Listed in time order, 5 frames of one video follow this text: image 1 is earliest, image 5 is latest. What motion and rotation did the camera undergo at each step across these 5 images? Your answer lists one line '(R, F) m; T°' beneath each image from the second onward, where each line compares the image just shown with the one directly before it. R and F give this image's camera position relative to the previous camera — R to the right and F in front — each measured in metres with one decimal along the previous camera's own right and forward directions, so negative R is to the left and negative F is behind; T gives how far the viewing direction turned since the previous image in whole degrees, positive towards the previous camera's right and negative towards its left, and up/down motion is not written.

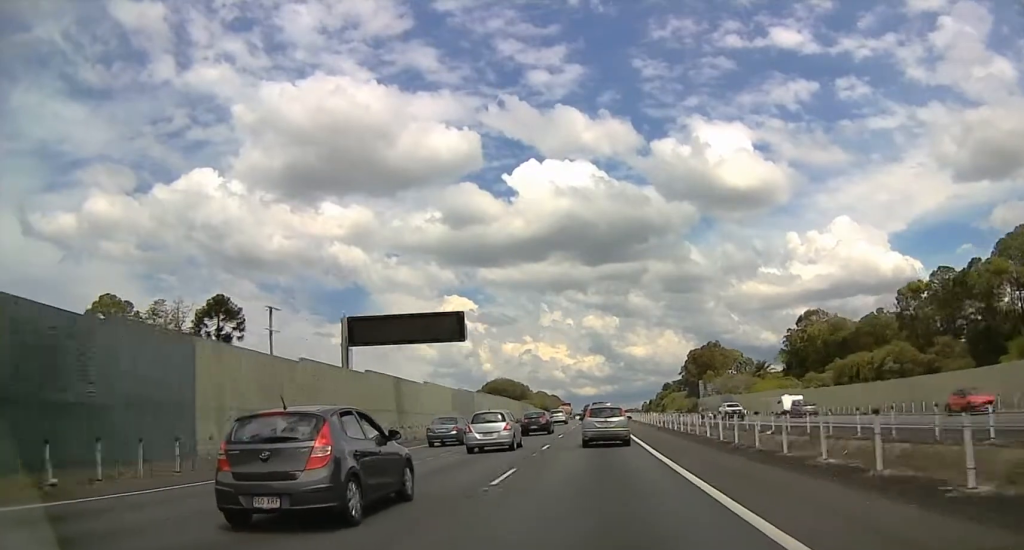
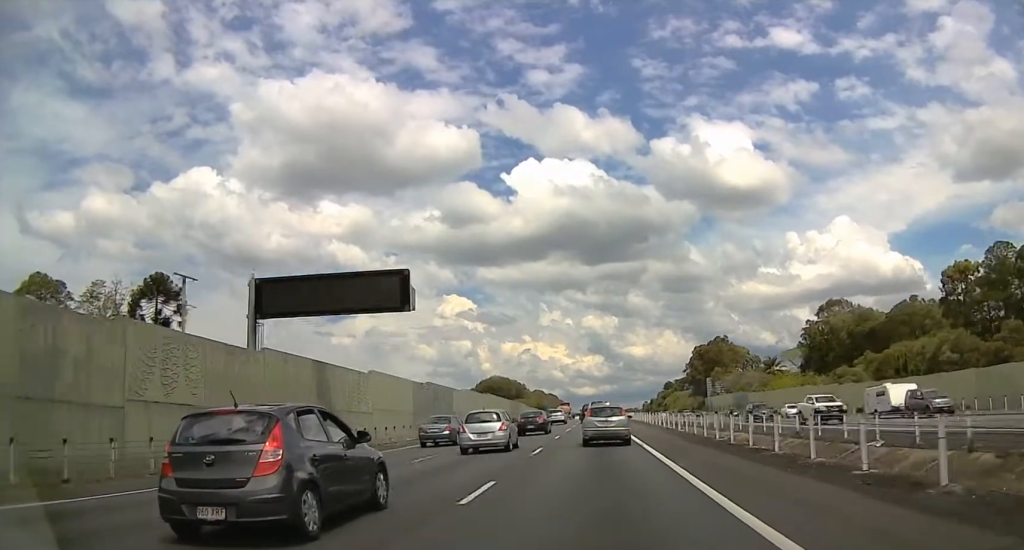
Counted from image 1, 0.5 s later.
(-0.7, +15.5) m; 0°
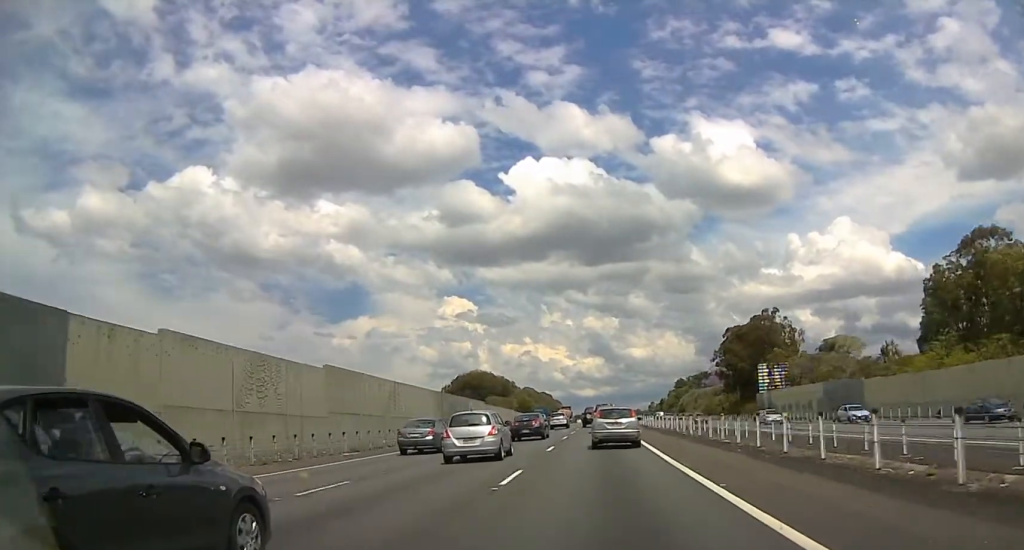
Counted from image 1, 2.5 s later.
(0.0, +58.5) m; 0°
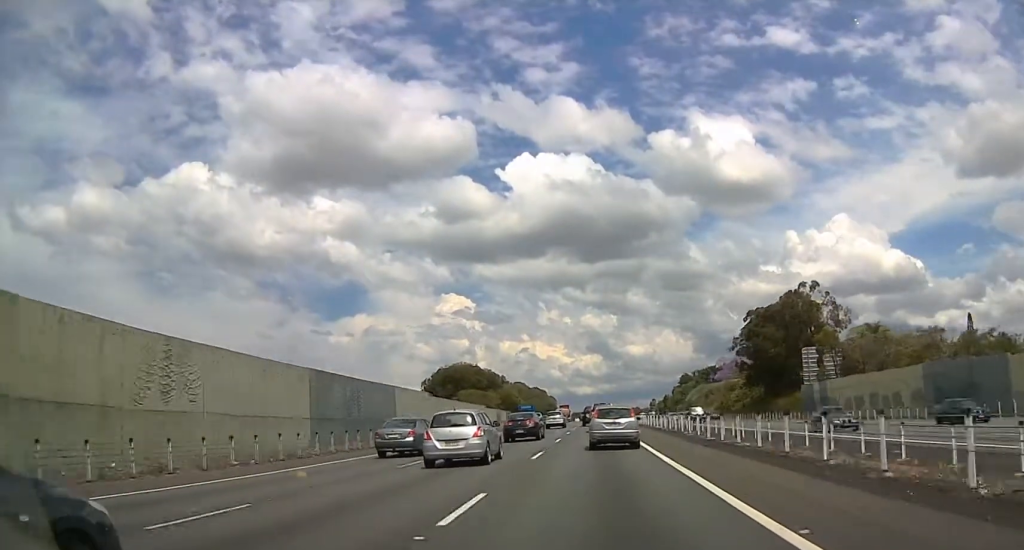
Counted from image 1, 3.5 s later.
(+0.4, +29.3) m; +2°
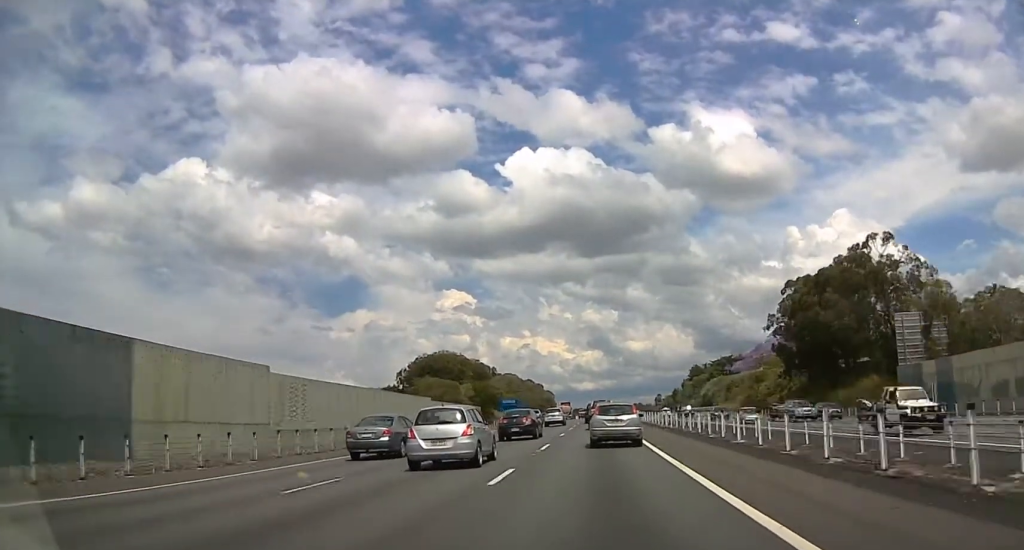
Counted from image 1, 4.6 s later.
(+0.5, +32.0) m; -1°
